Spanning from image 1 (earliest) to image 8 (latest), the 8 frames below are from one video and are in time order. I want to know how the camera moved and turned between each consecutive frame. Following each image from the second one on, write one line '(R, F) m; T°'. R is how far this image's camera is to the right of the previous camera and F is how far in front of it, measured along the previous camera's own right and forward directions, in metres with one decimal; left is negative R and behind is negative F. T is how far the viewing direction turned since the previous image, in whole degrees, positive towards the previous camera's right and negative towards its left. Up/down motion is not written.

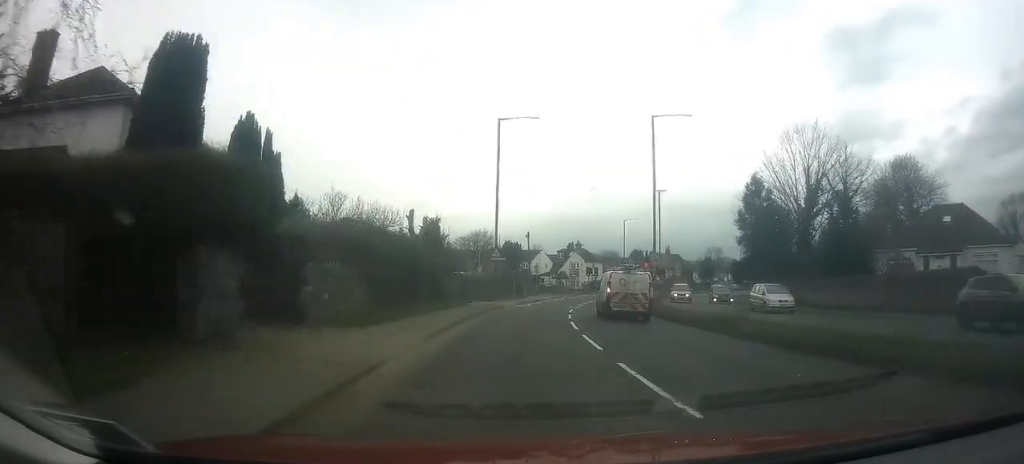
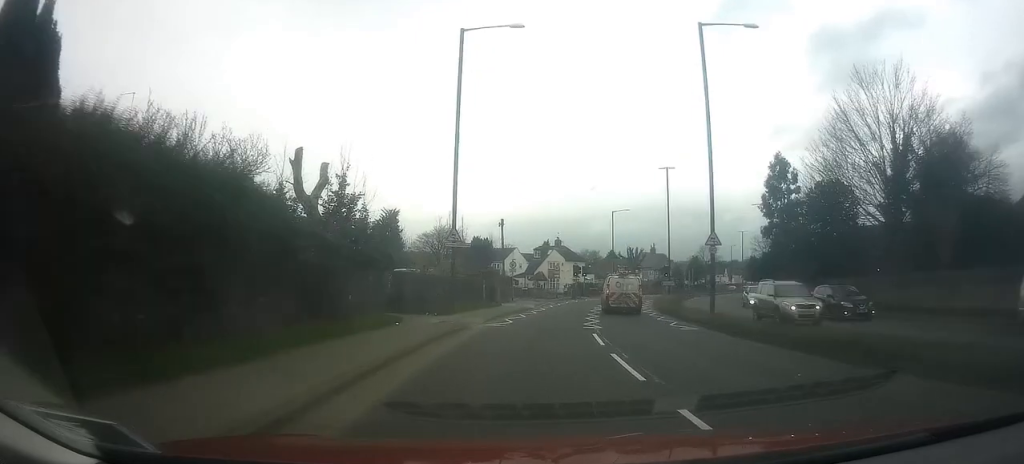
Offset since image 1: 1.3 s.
(+0.1, +14.1) m; +3°
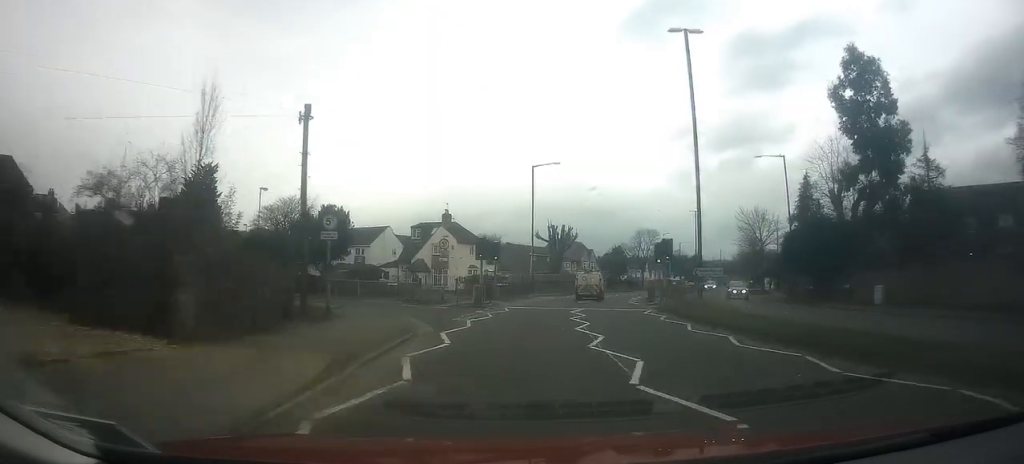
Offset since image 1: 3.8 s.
(+3.6, +29.8) m; +11°
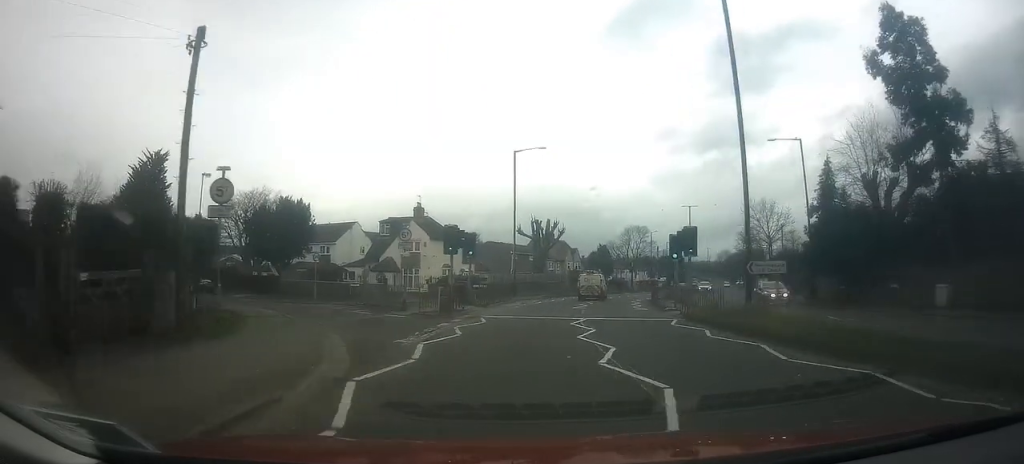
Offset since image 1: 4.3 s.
(+0.1, +6.2) m; +2°
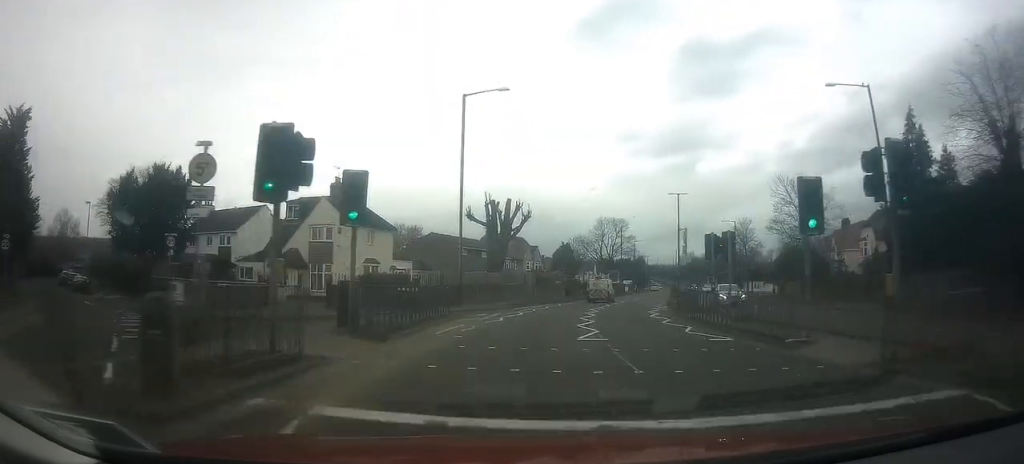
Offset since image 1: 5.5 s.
(+0.6, +14.7) m; +5°
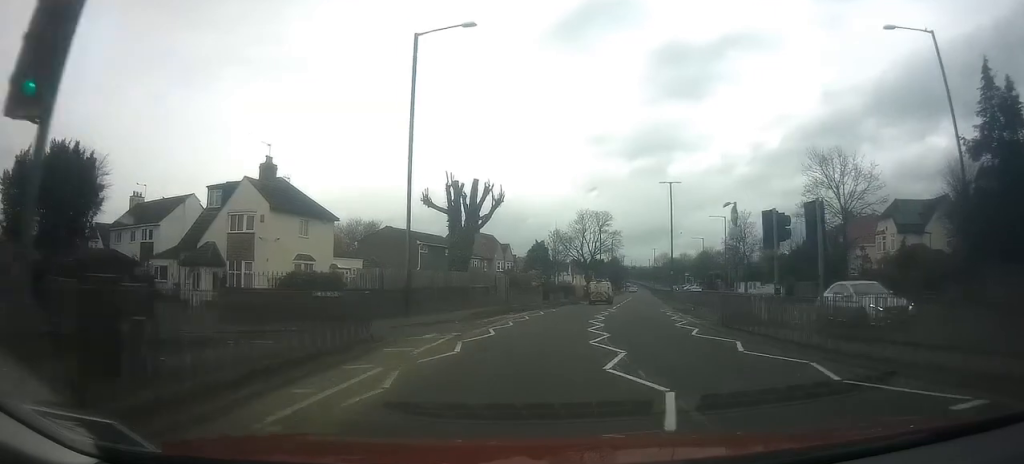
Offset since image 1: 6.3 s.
(+0.3, +8.9) m; +4°
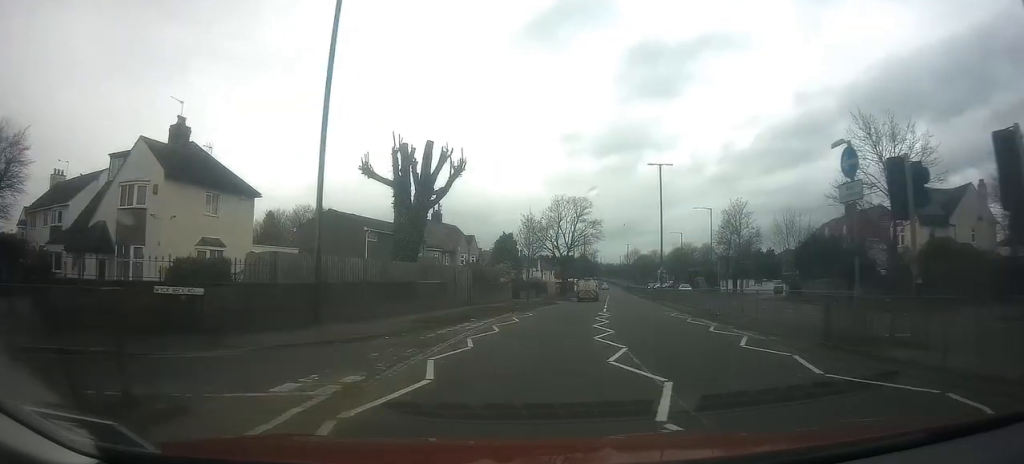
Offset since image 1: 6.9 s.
(+0.1, +7.6) m; +4°
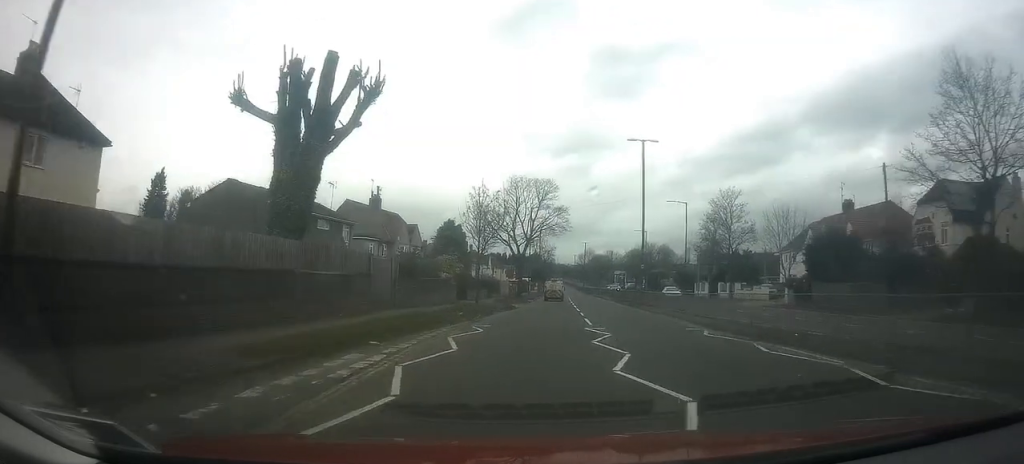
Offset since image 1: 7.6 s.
(+0.5, +9.4) m; +4°
